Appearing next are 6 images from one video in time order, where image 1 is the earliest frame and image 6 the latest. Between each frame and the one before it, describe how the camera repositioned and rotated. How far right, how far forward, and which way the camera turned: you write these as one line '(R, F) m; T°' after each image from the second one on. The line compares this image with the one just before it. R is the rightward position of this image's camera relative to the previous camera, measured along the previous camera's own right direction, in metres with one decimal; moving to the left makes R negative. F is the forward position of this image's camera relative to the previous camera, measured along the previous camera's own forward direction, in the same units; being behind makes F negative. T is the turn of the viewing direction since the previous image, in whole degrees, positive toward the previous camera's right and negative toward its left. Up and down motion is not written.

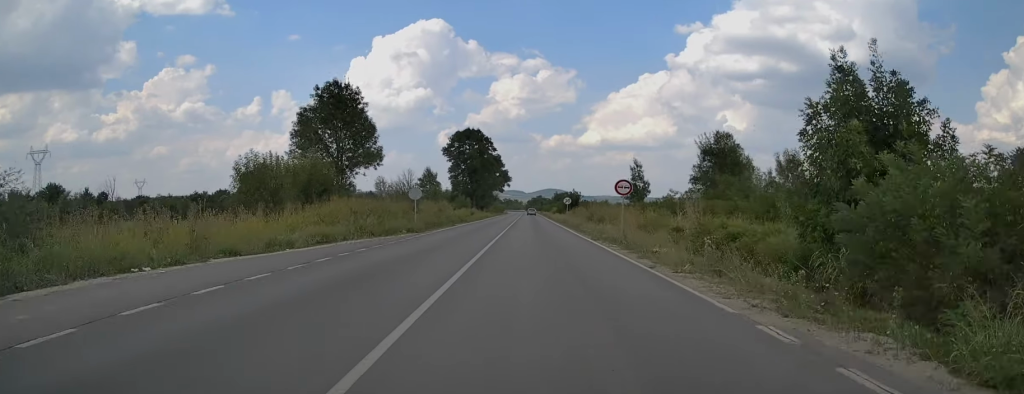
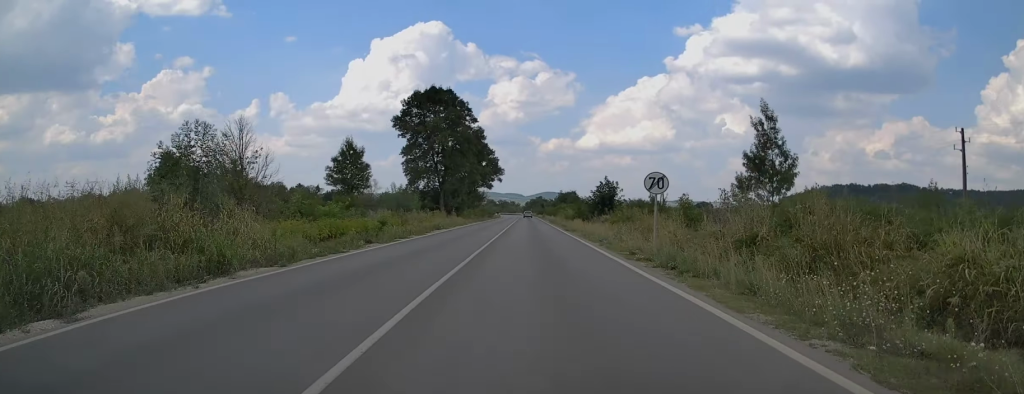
(+0.2, +45.5) m; 0°
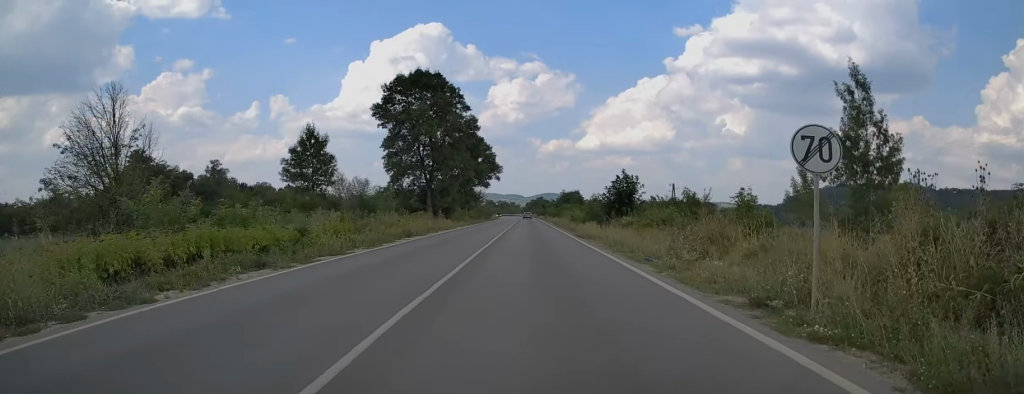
(0.0, +10.9) m; 0°
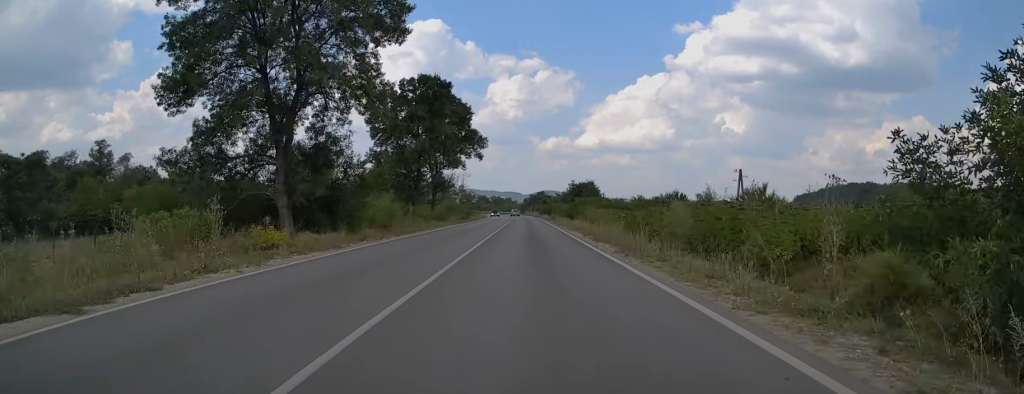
(+0.5, +43.2) m; +1°
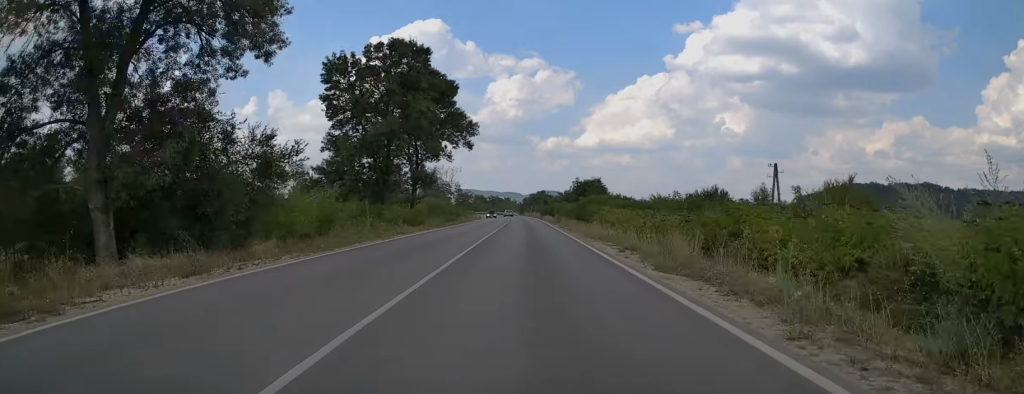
(0.0, +13.5) m; 0°
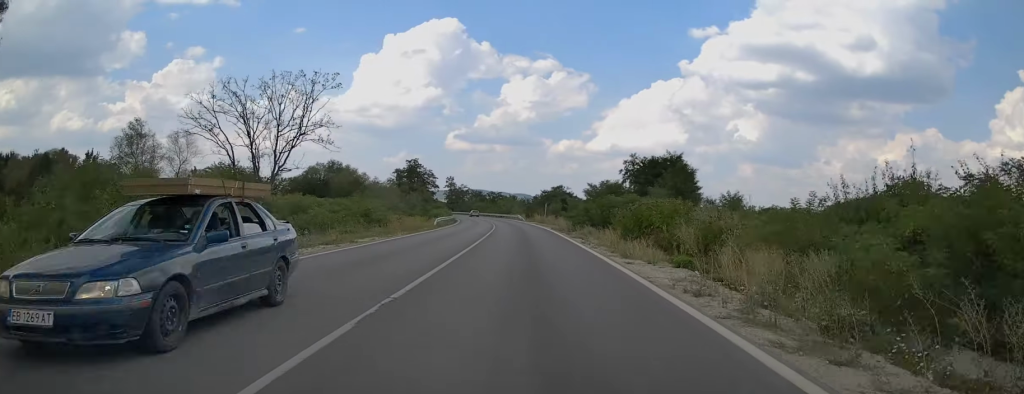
(+0.1, +58.1) m; -1°
